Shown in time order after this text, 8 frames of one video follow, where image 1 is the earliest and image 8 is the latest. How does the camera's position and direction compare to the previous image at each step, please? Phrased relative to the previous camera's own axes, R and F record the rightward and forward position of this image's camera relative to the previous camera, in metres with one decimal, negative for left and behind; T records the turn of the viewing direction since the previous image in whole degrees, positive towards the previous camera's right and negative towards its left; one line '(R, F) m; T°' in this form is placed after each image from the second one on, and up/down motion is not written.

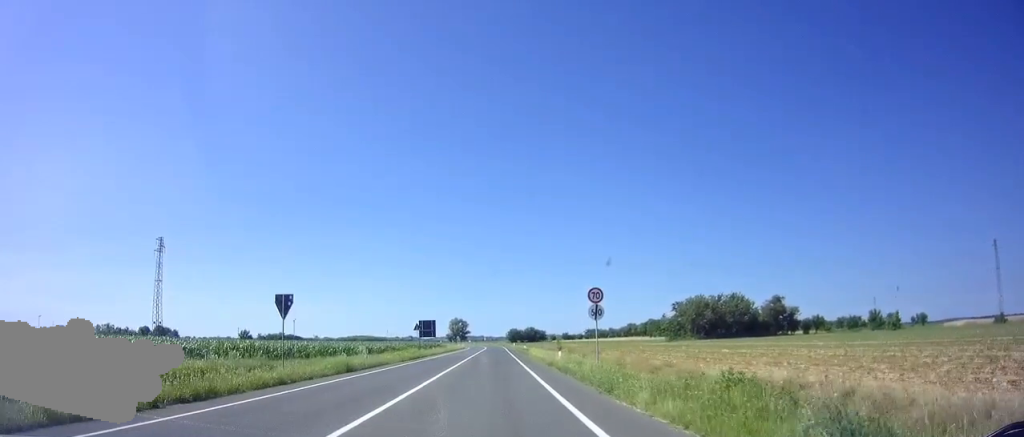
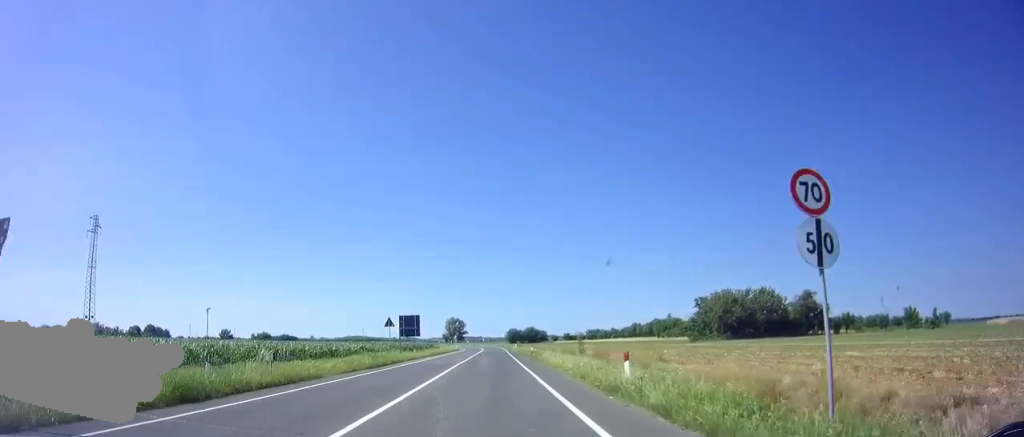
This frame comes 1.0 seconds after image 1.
(+0.1, +14.6) m; +1°
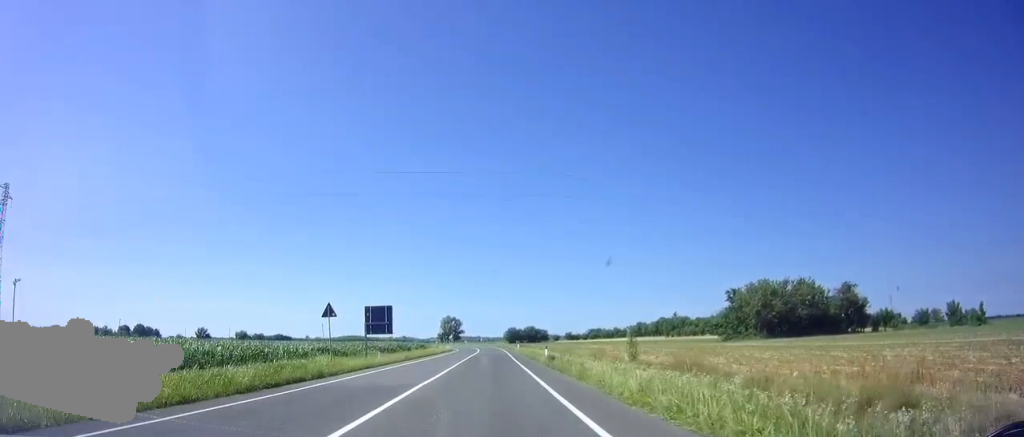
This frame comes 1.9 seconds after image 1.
(0.0, +15.5) m; 0°
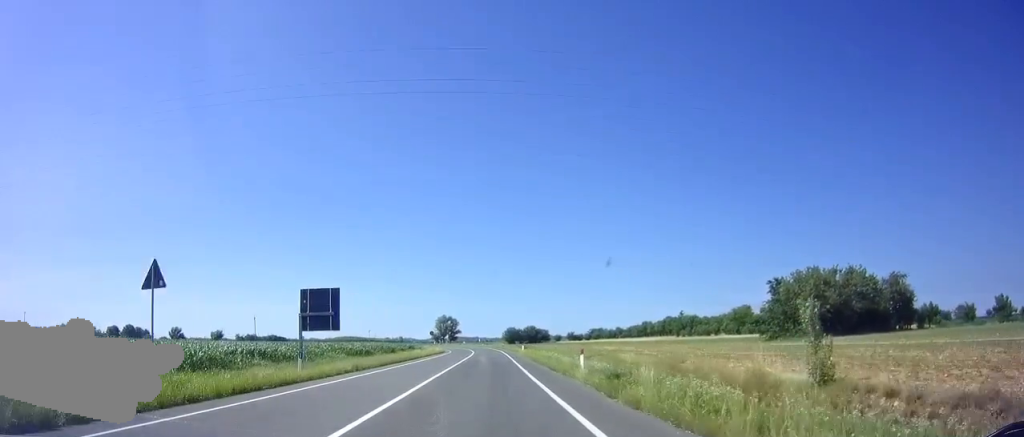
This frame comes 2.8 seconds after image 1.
(-0.1, +14.0) m; -1°
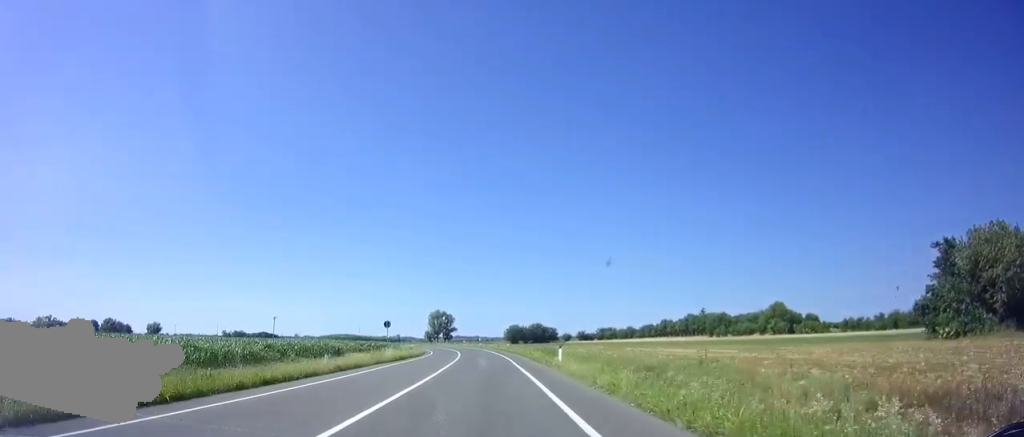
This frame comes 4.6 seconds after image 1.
(-2.9, +31.5) m; 0°
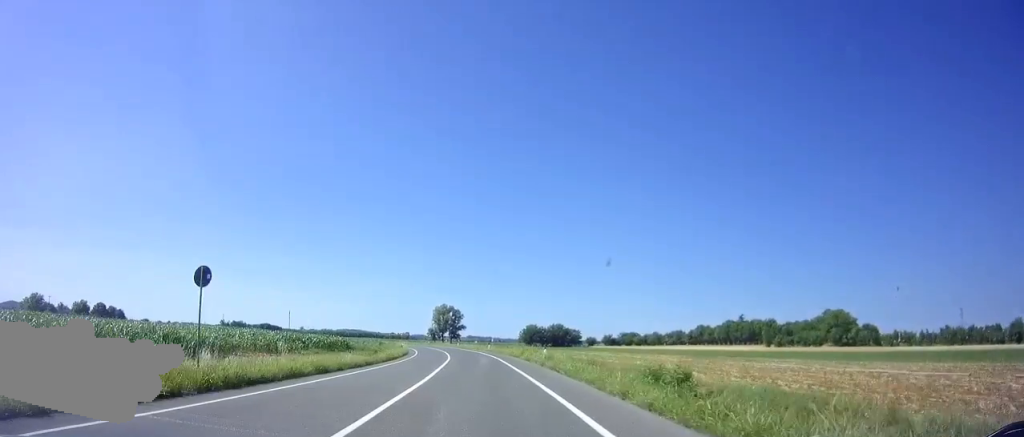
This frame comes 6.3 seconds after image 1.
(+3.0, +31.2) m; -1°
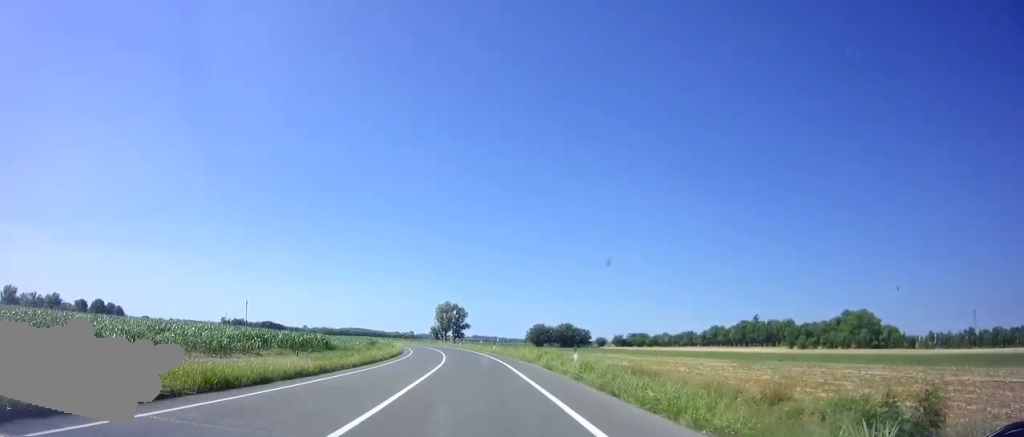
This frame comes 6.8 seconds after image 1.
(-0.3, +8.7) m; -2°
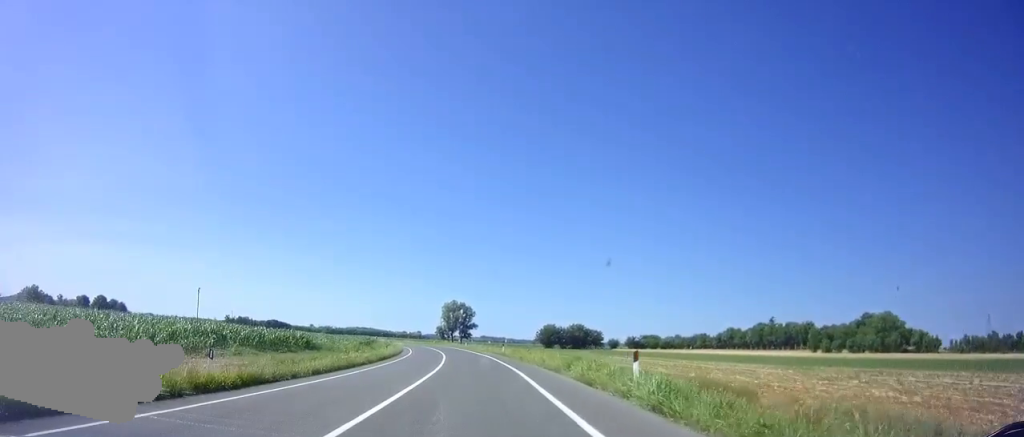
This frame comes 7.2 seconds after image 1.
(-0.1, +8.2) m; -1°
